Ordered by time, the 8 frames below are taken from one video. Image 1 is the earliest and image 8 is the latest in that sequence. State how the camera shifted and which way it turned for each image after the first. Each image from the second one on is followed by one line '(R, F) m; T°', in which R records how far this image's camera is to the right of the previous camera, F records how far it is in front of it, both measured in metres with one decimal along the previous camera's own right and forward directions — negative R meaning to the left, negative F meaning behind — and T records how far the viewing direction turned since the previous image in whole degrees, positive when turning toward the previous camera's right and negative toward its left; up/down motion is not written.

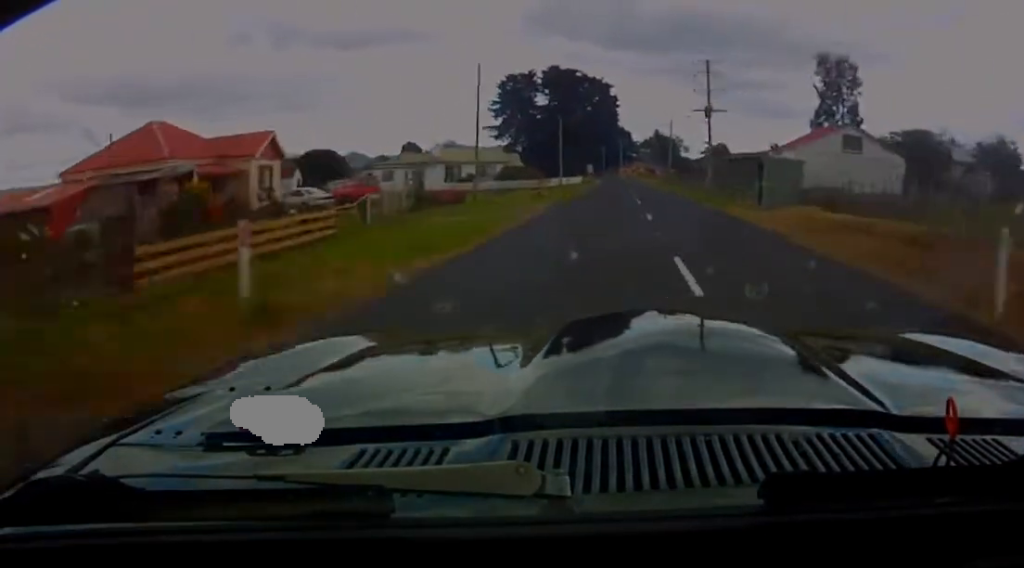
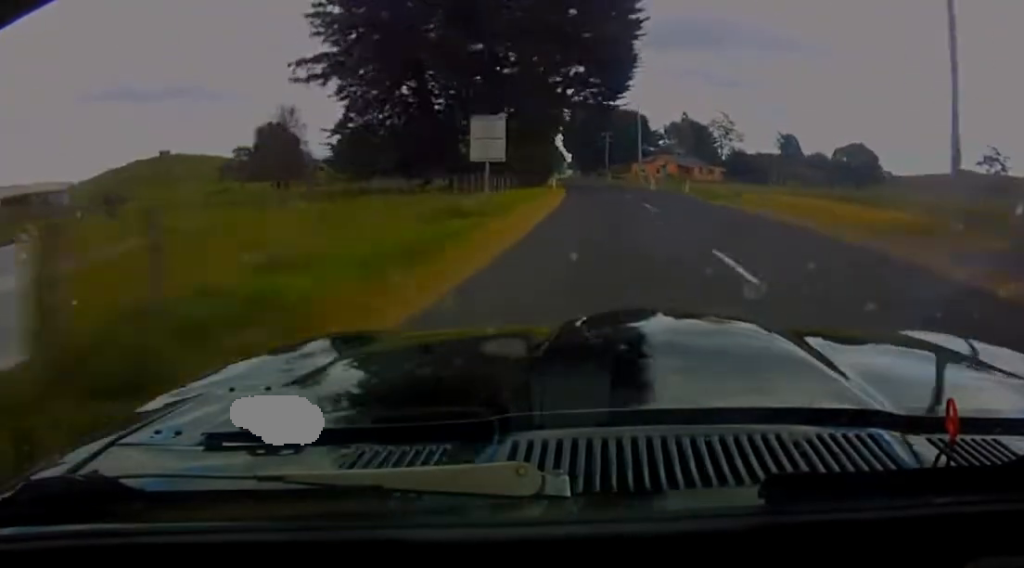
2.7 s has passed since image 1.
(-1.7, +98.9) m; -2°
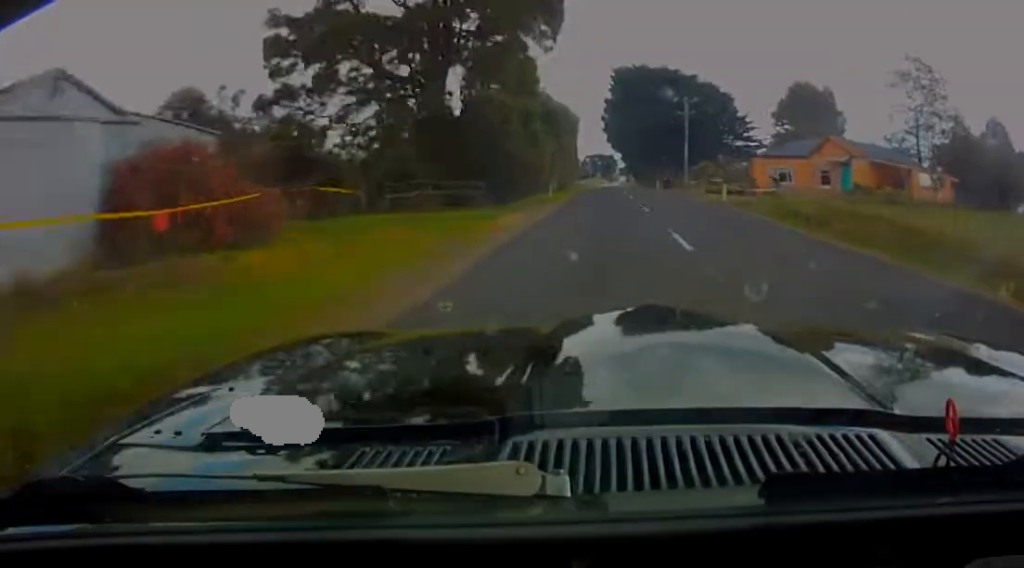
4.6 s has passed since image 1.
(-1.3, +80.6) m; -2°
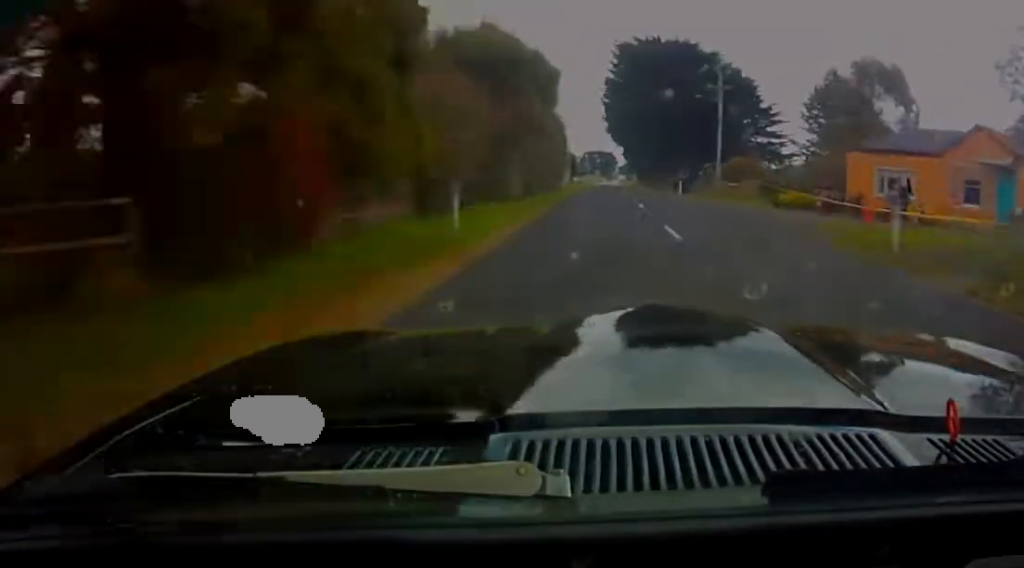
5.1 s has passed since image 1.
(-0.1, +22.6) m; 0°
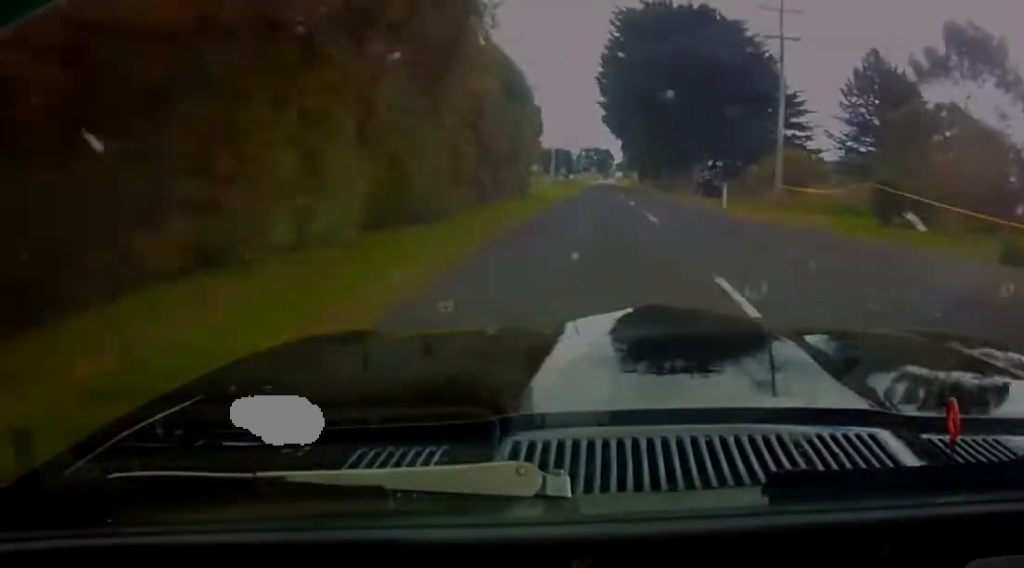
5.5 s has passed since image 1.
(0.0, +19.8) m; 0°
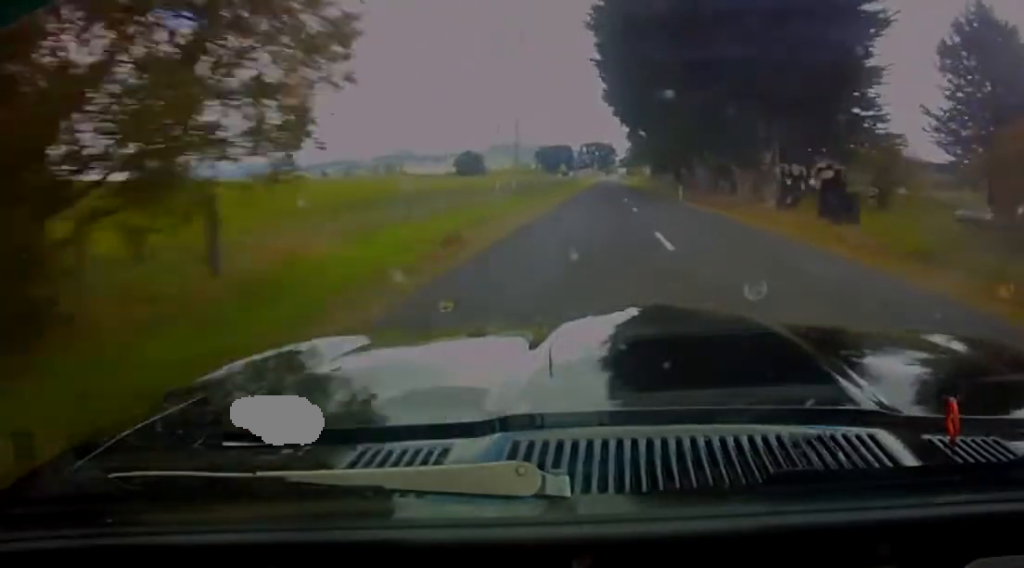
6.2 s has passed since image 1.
(+0.3, +29.9) m; 0°
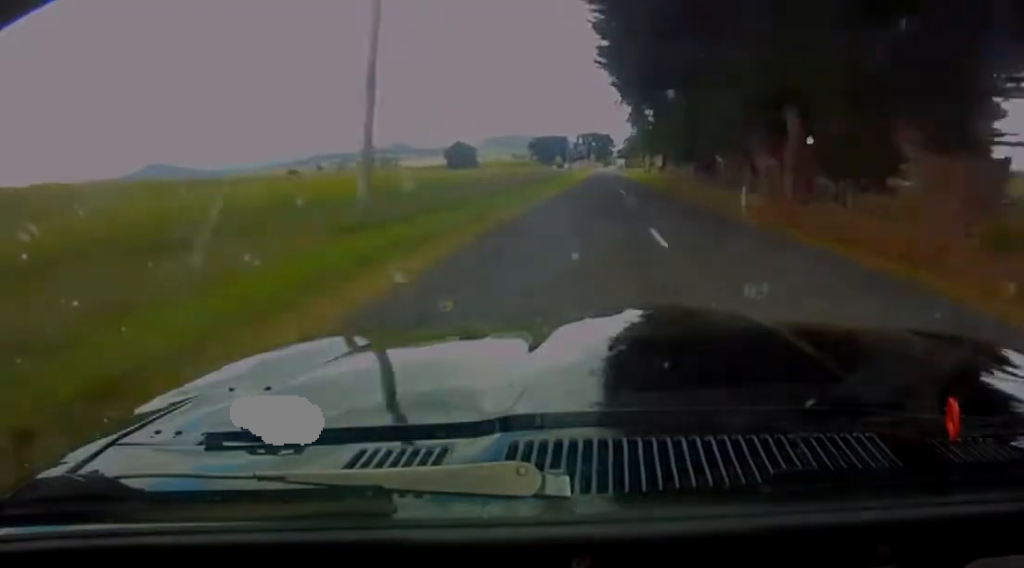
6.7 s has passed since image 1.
(-0.1, +24.2) m; 0°
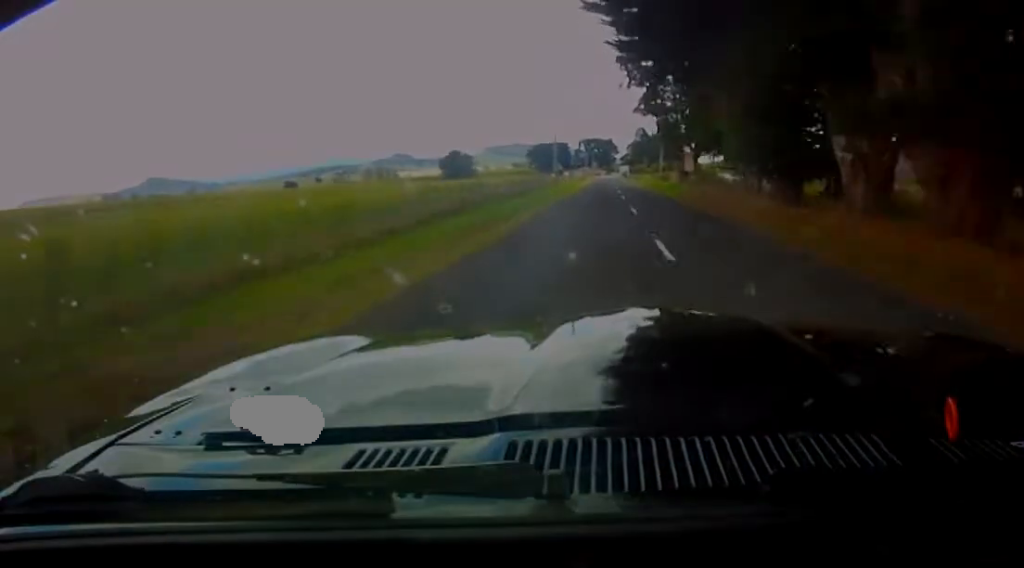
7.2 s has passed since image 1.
(-0.3, +24.6) m; 0°
